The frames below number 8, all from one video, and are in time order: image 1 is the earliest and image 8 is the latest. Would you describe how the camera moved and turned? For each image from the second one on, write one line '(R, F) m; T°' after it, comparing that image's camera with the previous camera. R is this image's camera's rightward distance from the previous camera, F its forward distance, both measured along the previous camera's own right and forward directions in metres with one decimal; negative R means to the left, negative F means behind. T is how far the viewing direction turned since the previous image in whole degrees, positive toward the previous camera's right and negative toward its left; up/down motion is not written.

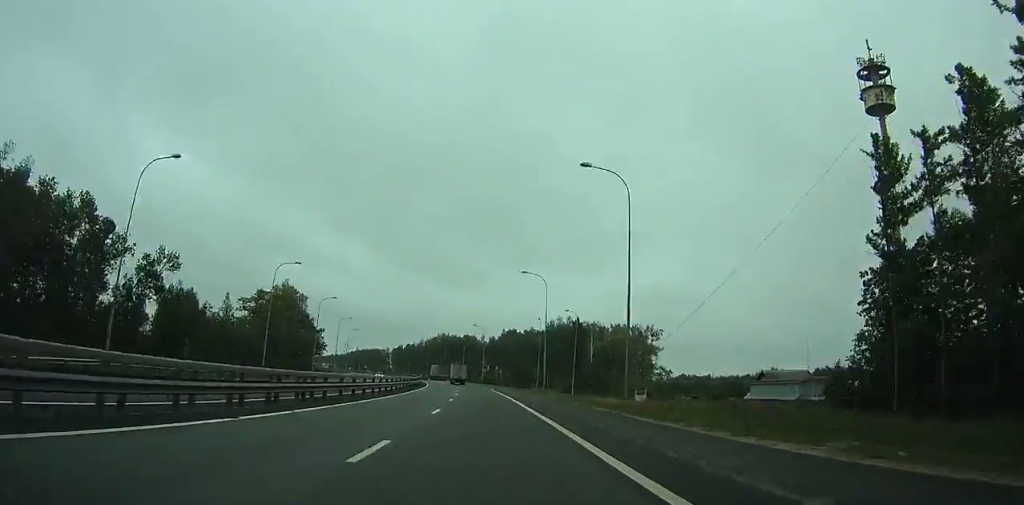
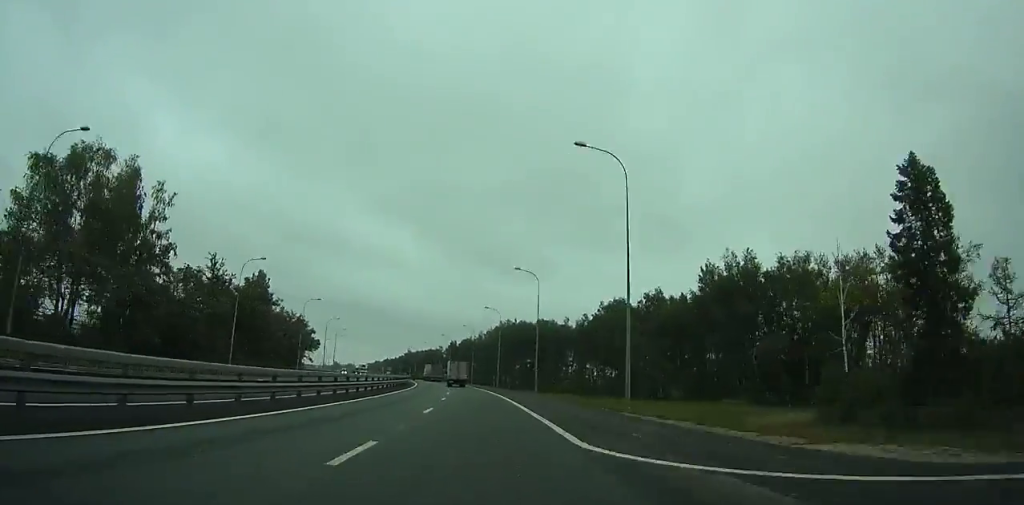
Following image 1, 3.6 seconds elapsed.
(-6.9, +97.5) m; -8°
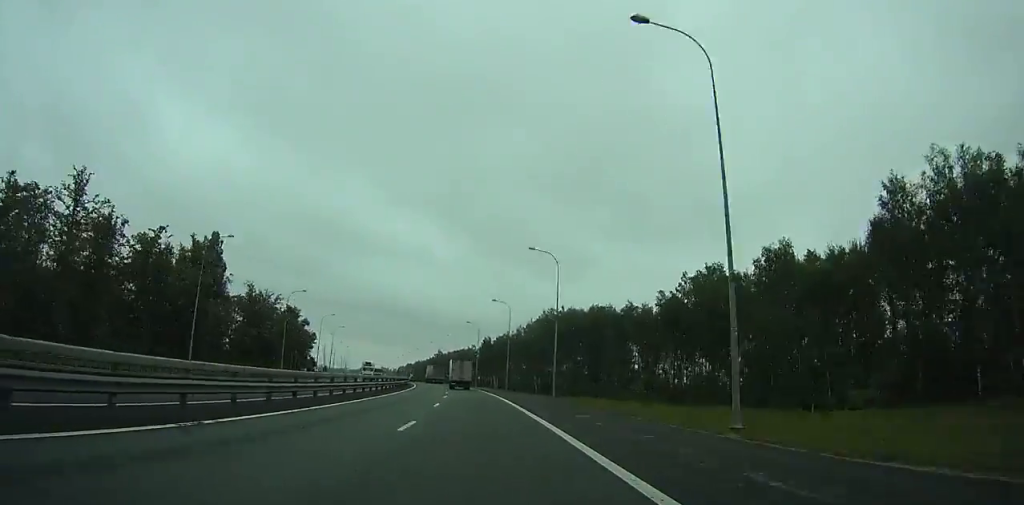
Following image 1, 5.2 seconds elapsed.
(-1.8, +43.0) m; -4°
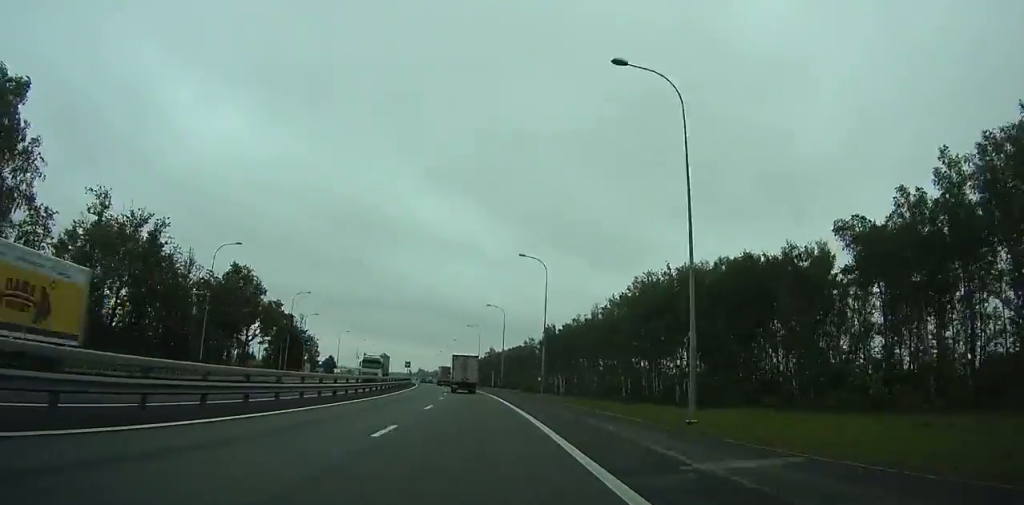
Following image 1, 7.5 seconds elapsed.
(-3.2, +61.7) m; -6°
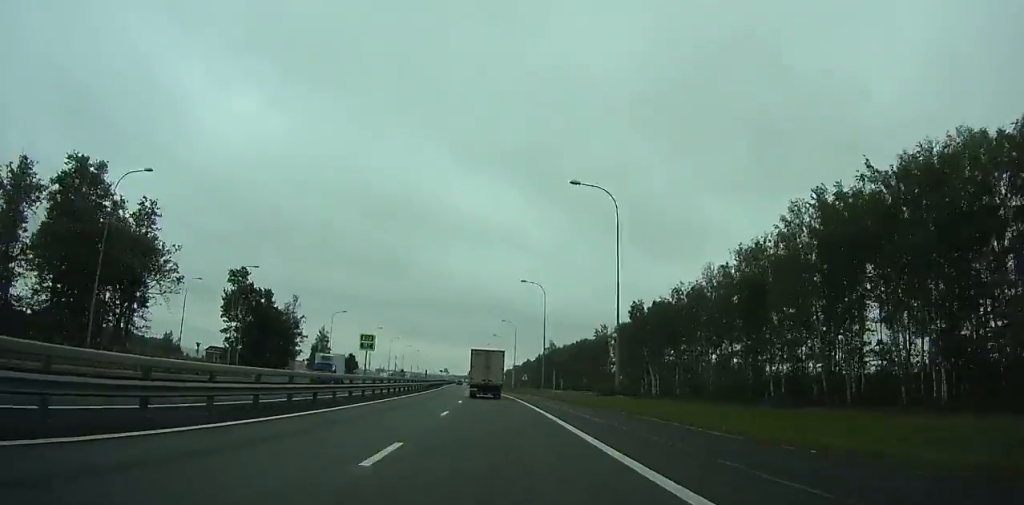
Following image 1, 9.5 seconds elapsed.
(-1.6, +53.7) m; -4°
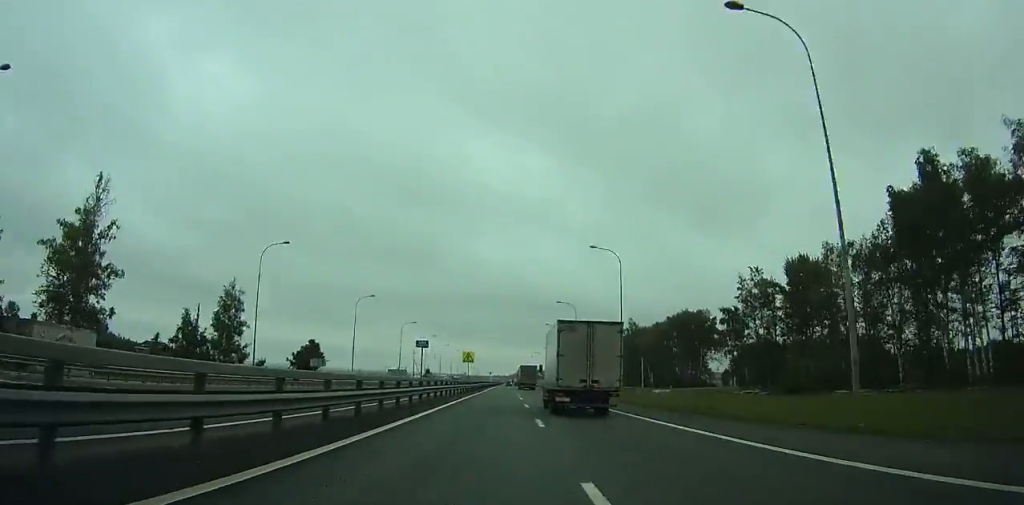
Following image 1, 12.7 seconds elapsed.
(-4.9, +86.9) m; -4°
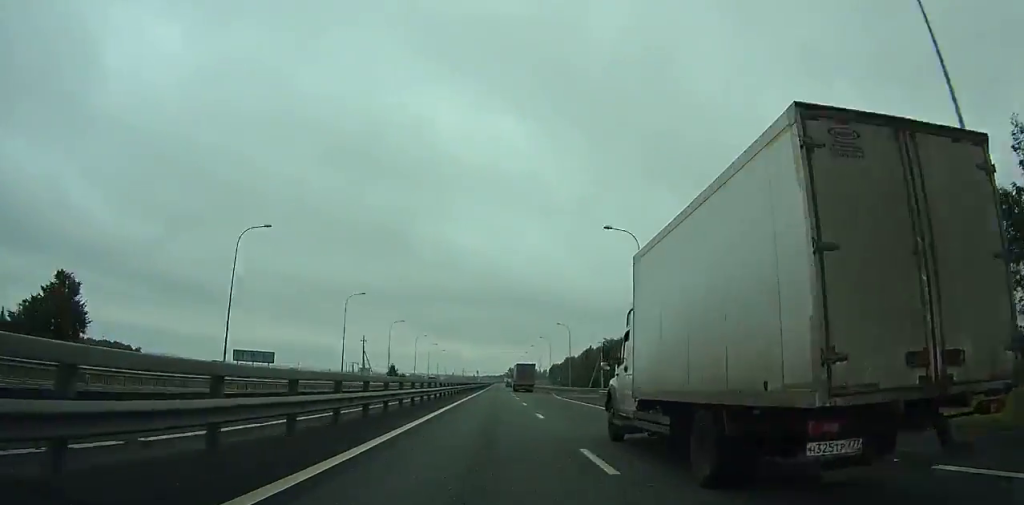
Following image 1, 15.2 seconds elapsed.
(-0.3, +68.6) m; 0°
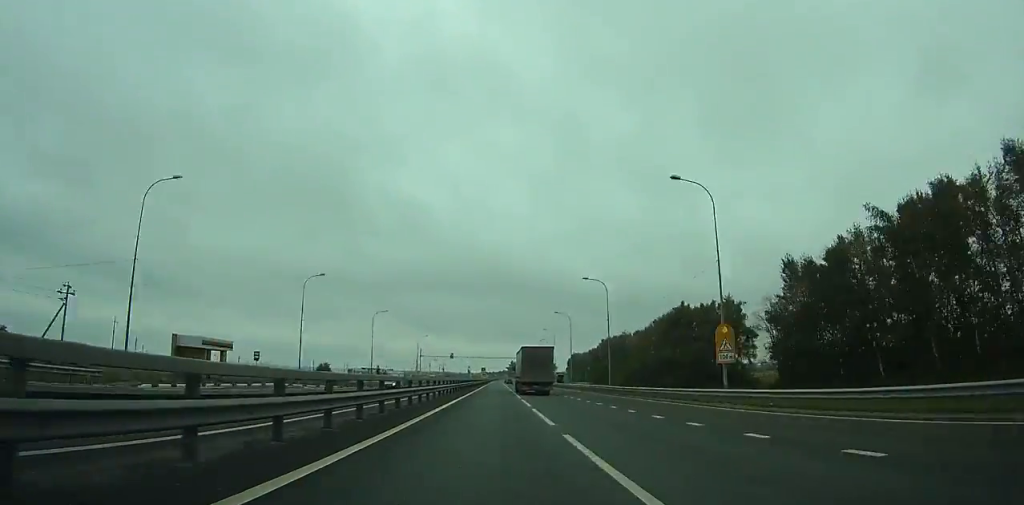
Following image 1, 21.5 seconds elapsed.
(+0.9, +175.7) m; 0°
